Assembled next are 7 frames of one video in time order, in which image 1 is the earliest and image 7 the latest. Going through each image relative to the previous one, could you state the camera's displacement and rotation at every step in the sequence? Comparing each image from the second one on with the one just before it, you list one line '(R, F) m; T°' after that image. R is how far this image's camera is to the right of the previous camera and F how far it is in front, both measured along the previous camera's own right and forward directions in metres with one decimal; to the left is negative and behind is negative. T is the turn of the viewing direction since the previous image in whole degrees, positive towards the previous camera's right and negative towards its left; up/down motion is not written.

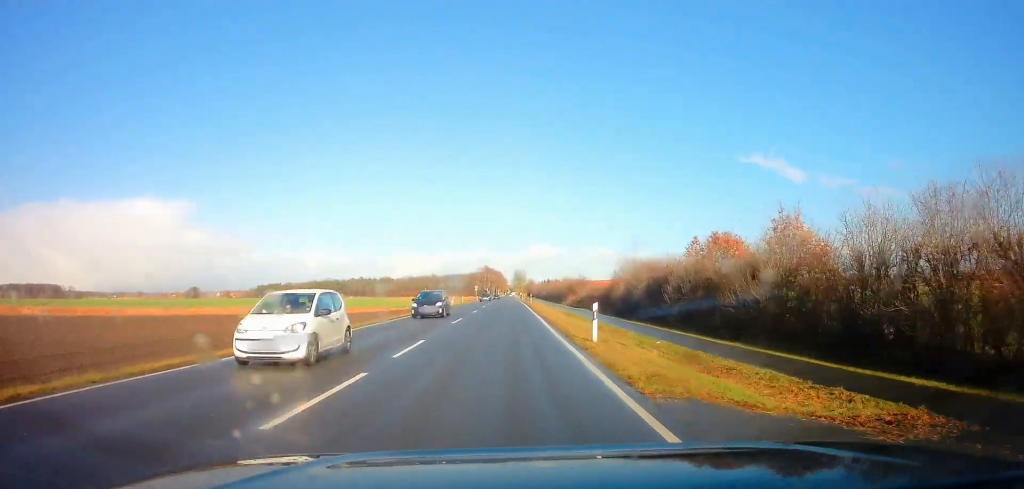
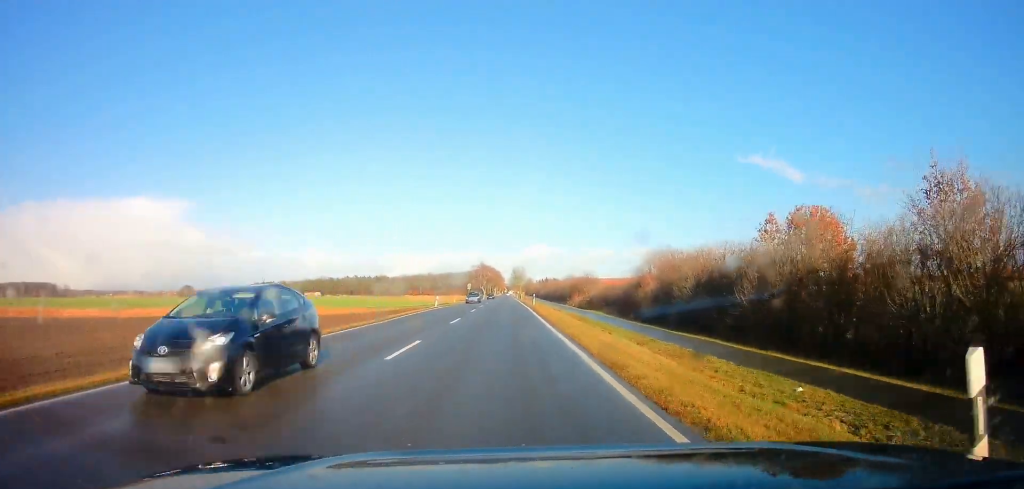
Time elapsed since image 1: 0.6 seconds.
(0.0, +12.9) m; 0°
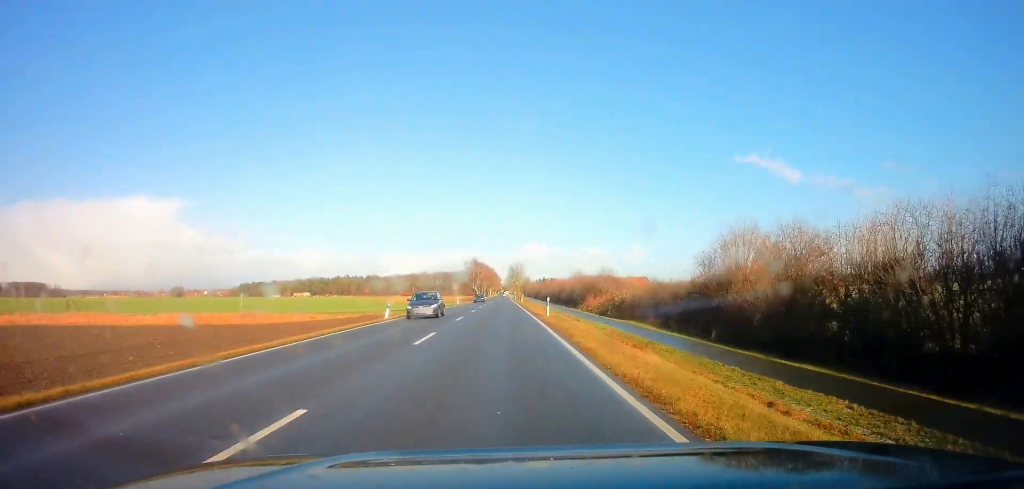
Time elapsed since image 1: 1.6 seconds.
(0.0, +20.8) m; 0°
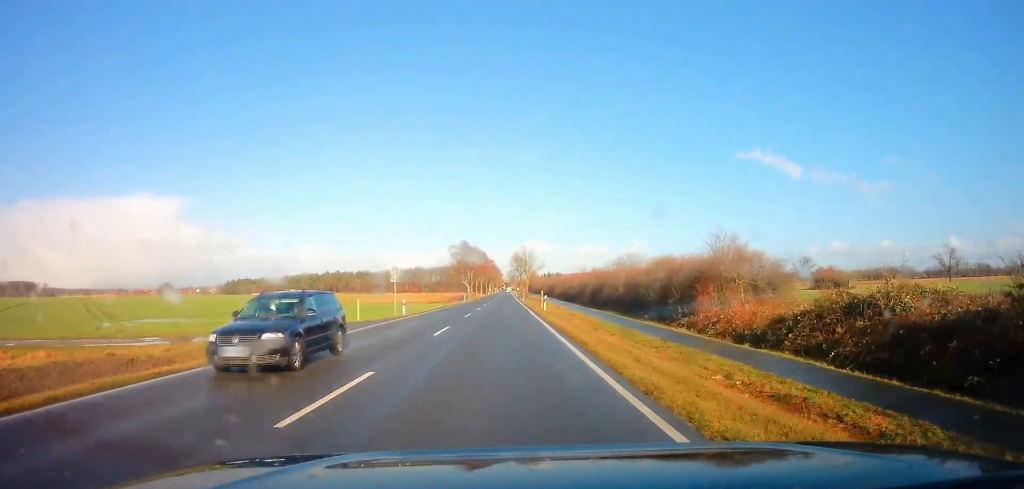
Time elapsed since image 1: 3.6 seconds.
(+0.3, +45.3) m; 0°
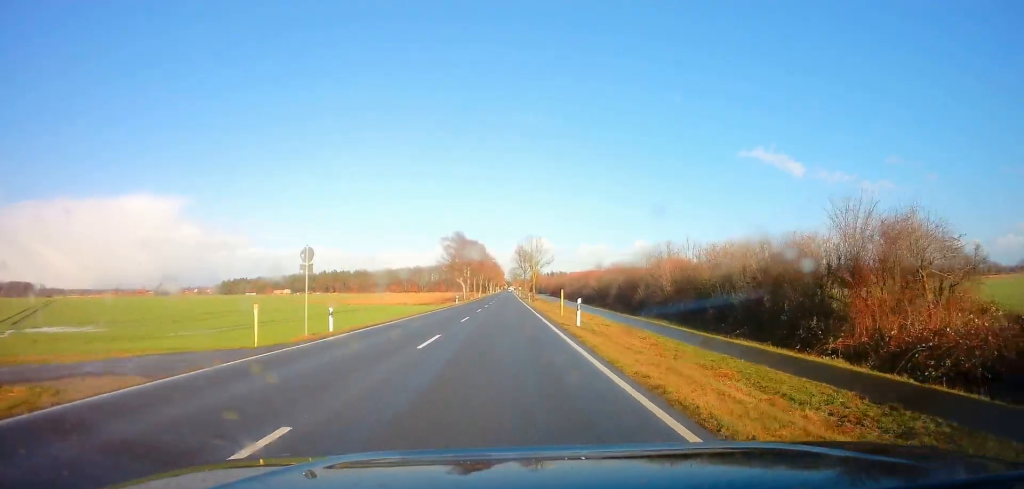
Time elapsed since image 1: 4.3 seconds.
(-0.1, +16.2) m; -1°
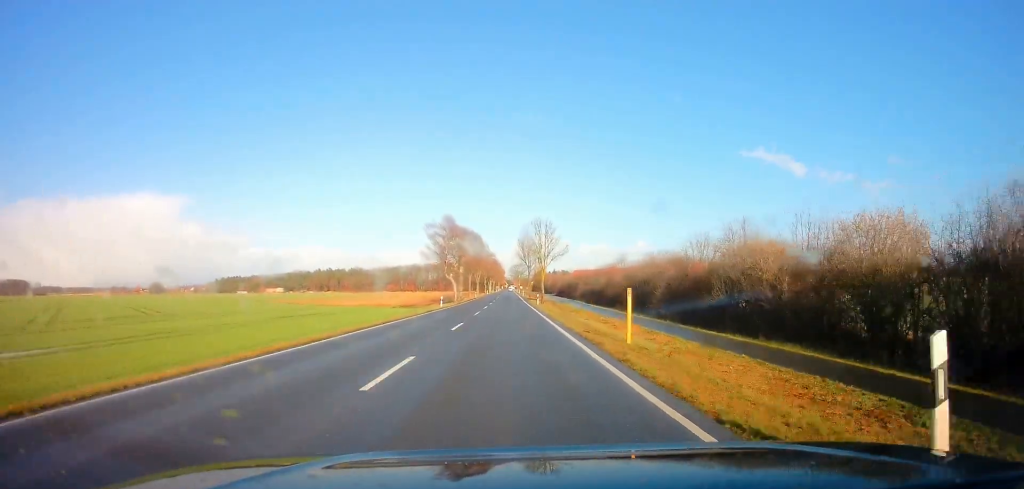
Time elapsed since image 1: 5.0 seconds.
(0.0, +18.0) m; 0°
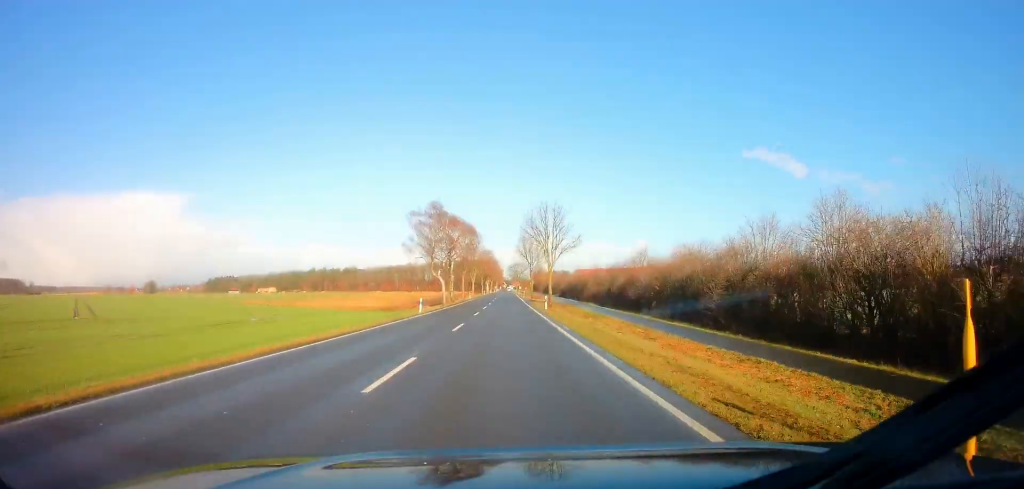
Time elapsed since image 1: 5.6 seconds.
(0.0, +12.3) m; 0°
